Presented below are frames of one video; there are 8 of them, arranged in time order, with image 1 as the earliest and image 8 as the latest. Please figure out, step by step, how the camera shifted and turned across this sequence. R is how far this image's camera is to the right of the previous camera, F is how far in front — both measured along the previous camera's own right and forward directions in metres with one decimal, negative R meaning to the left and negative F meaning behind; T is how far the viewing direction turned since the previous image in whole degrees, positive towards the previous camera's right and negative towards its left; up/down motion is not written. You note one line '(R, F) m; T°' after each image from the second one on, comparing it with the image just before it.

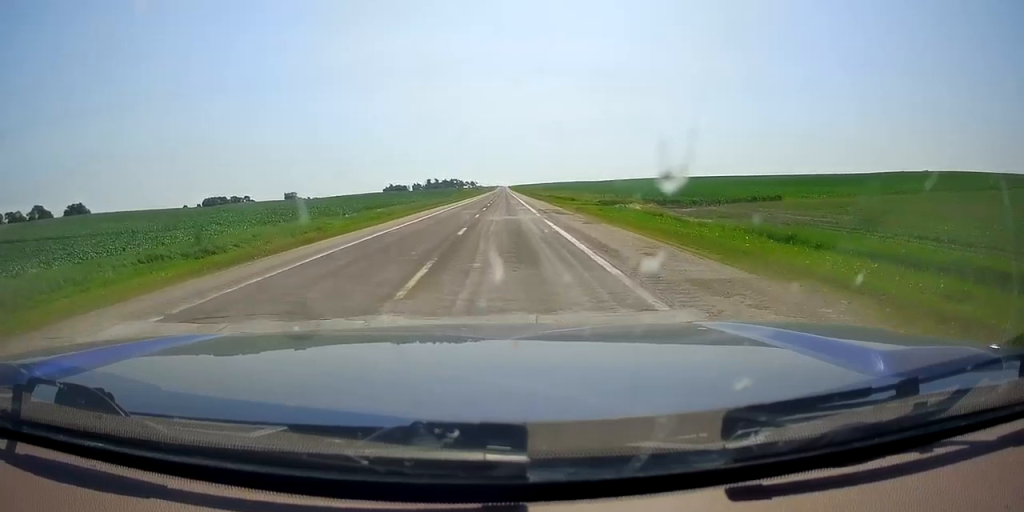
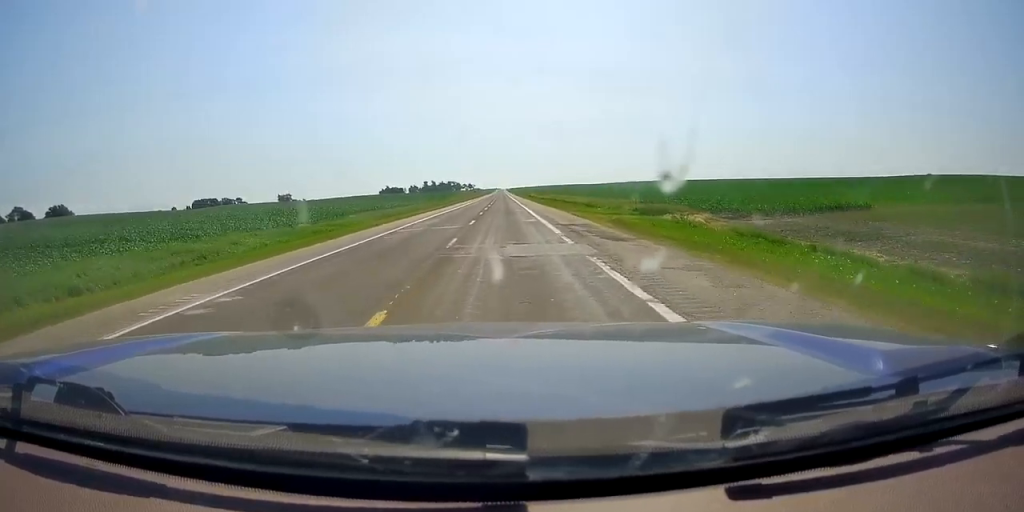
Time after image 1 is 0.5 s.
(-0.2, +16.3) m; 0°
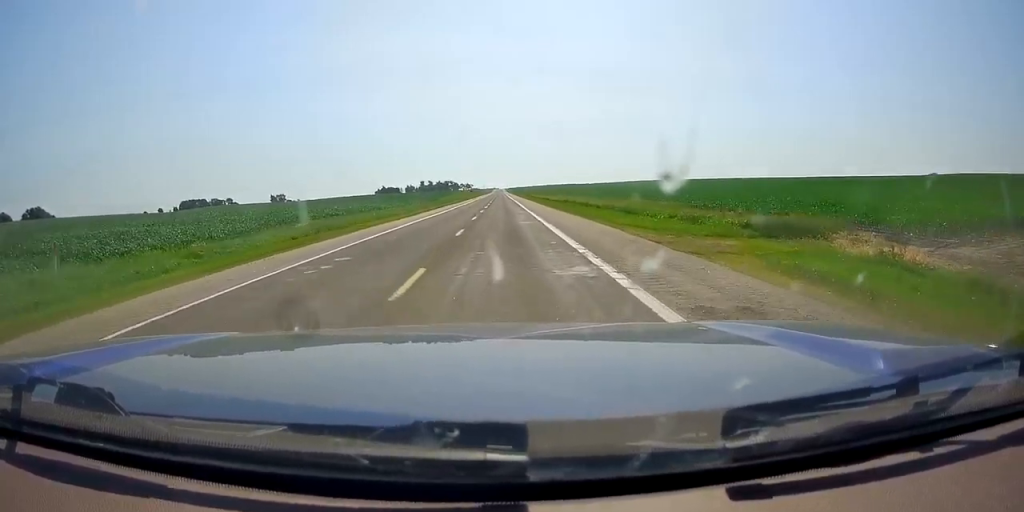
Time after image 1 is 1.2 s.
(-0.4, +19.9) m; 0°
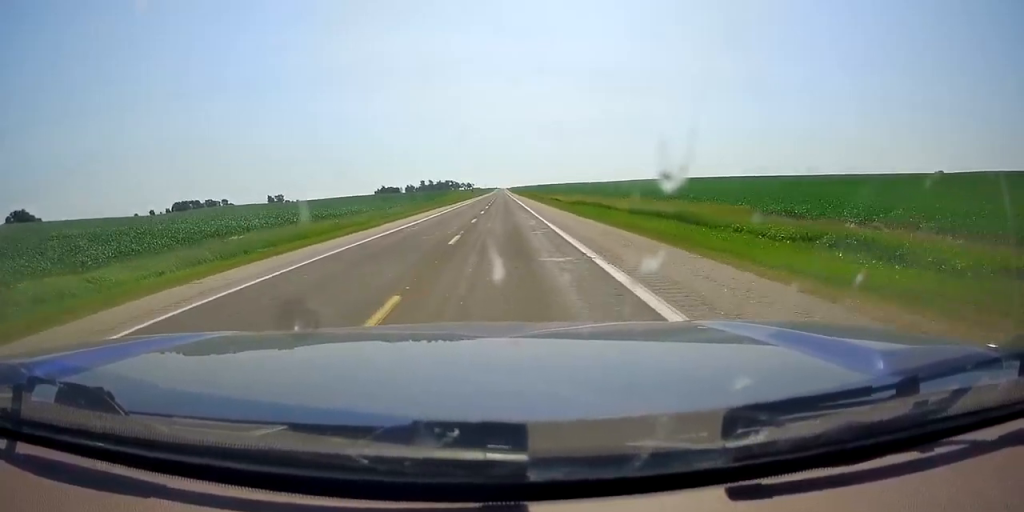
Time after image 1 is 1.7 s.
(+0.3, +15.4) m; 0°
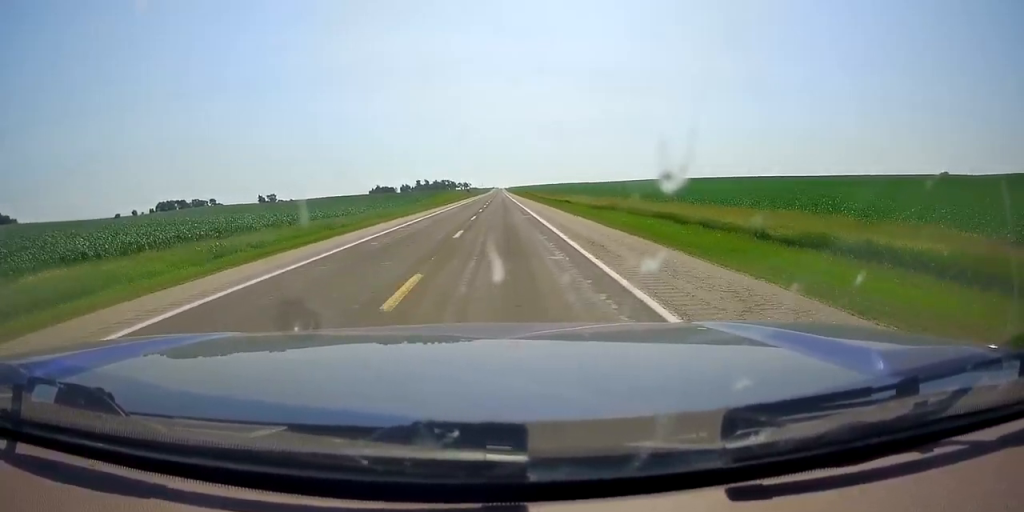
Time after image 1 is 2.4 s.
(+0.2, +22.0) m; +1°
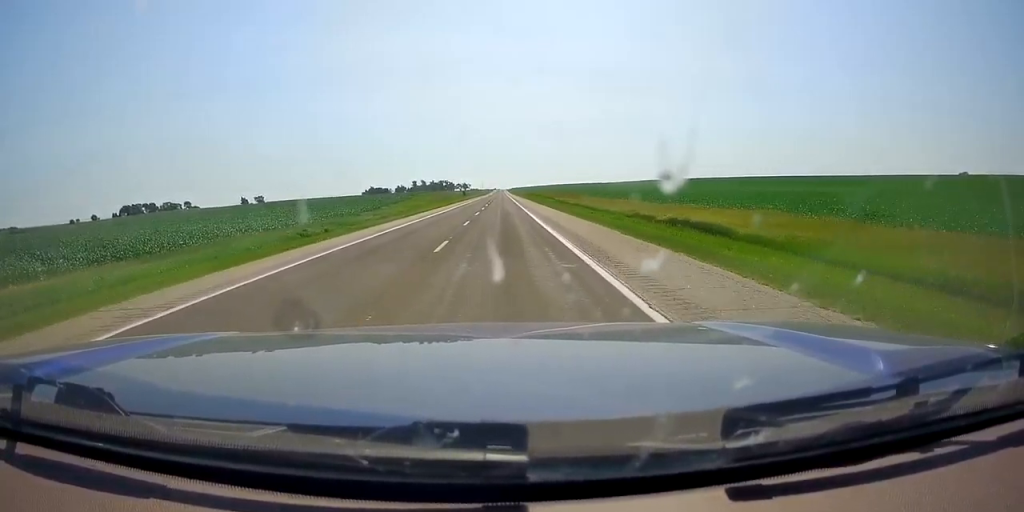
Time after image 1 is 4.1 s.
(+0.9, +53.0) m; +1°
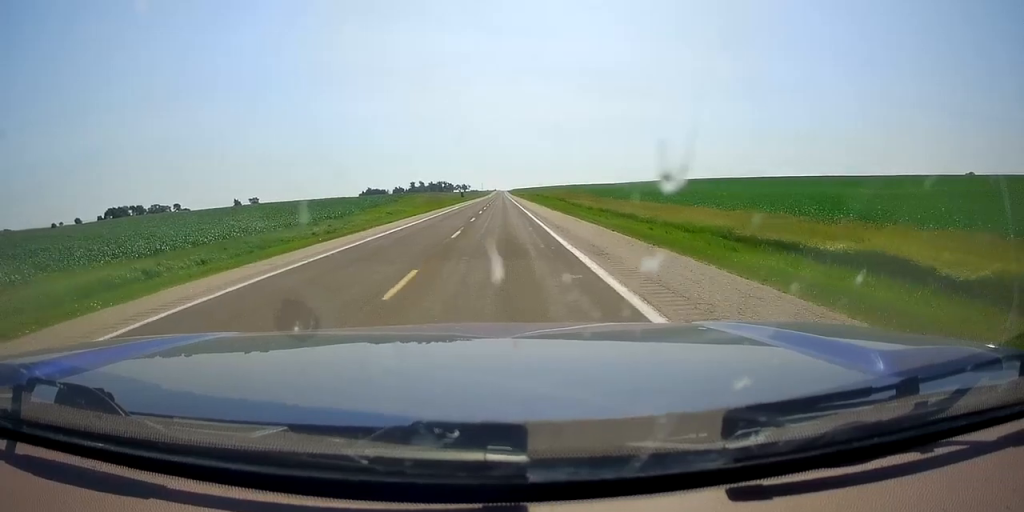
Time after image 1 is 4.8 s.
(-0.3, +18.9) m; -1°
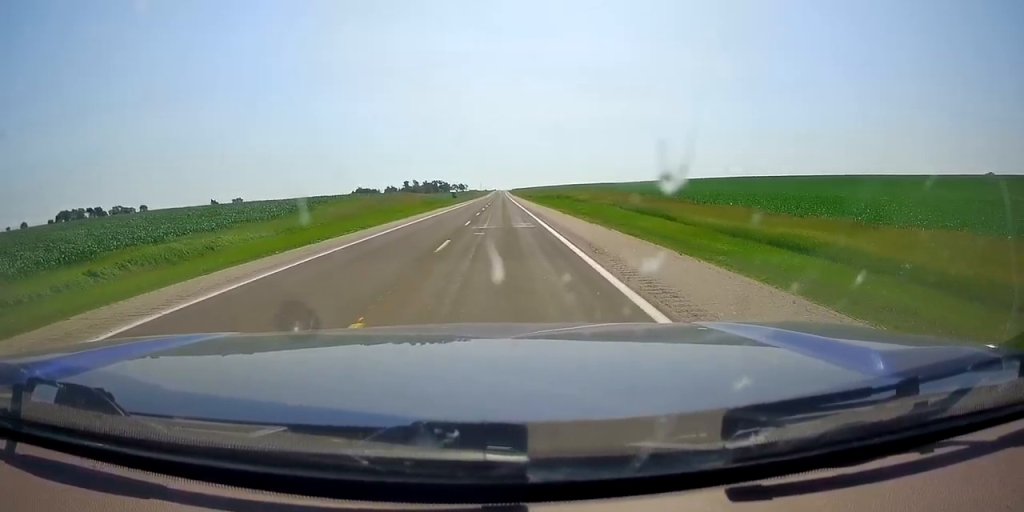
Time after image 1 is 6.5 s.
(-0.4, +53.8) m; 0°
